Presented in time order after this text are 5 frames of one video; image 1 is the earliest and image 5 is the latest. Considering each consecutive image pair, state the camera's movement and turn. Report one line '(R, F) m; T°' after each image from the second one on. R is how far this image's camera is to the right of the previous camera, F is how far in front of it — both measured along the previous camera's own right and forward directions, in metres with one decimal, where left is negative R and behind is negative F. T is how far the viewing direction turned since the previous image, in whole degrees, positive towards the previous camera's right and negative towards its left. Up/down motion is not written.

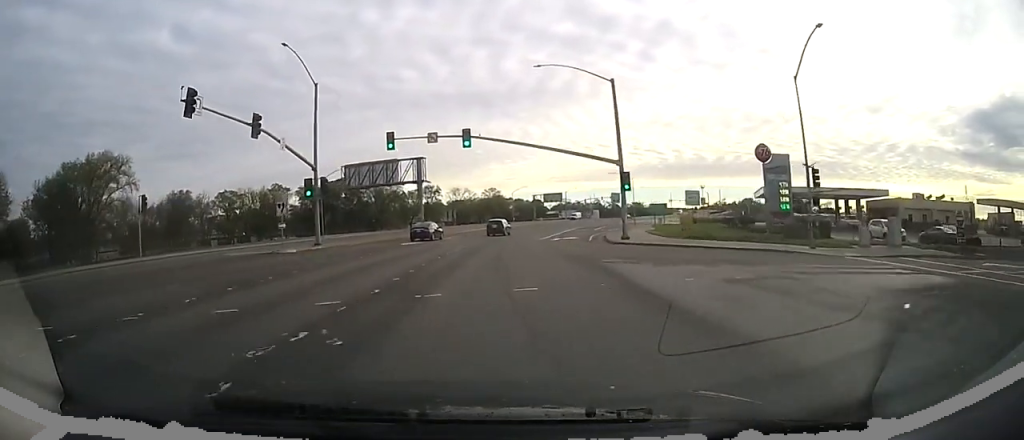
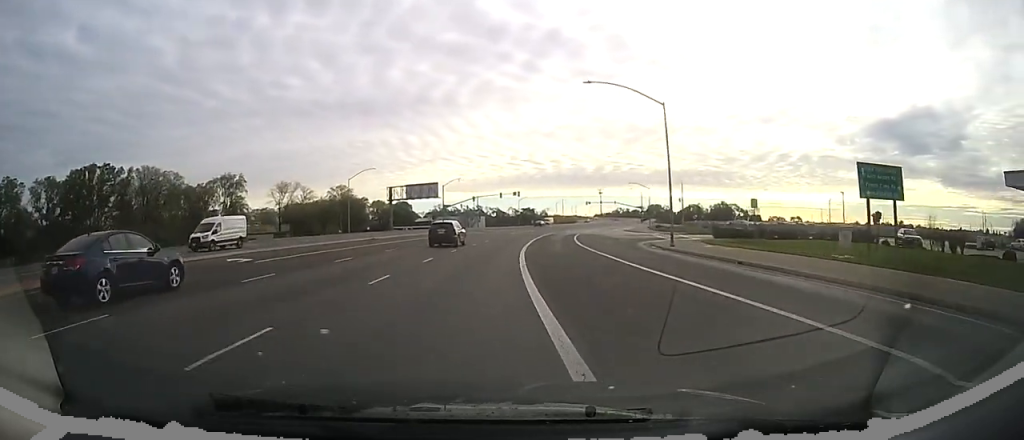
(+7.7, +70.4) m; +13°
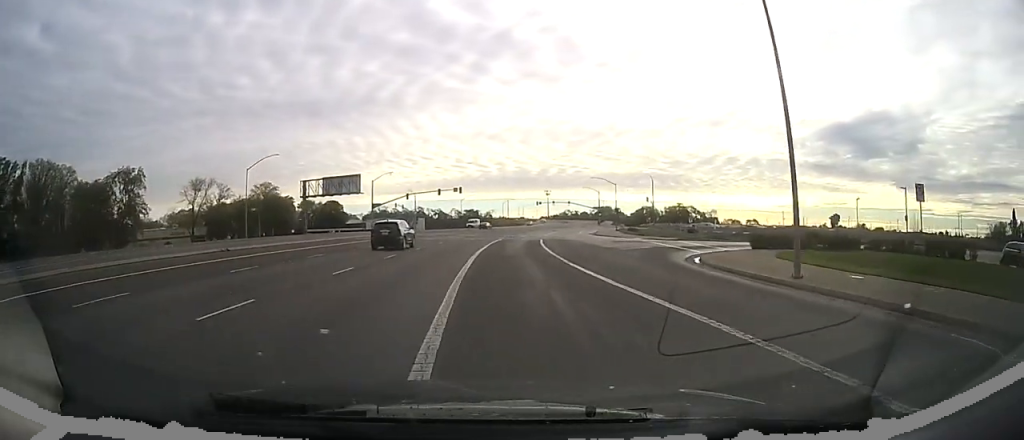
(+0.6, +19.1) m; +5°
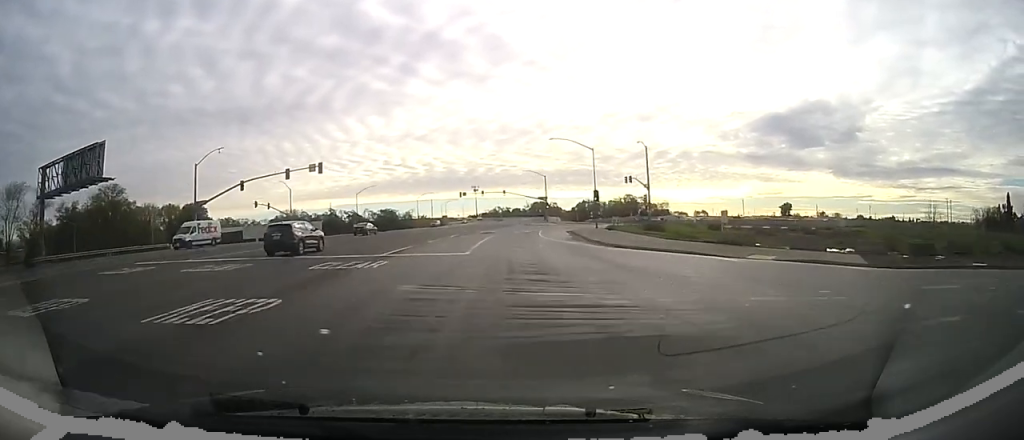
(+4.8, +43.5) m; +11°
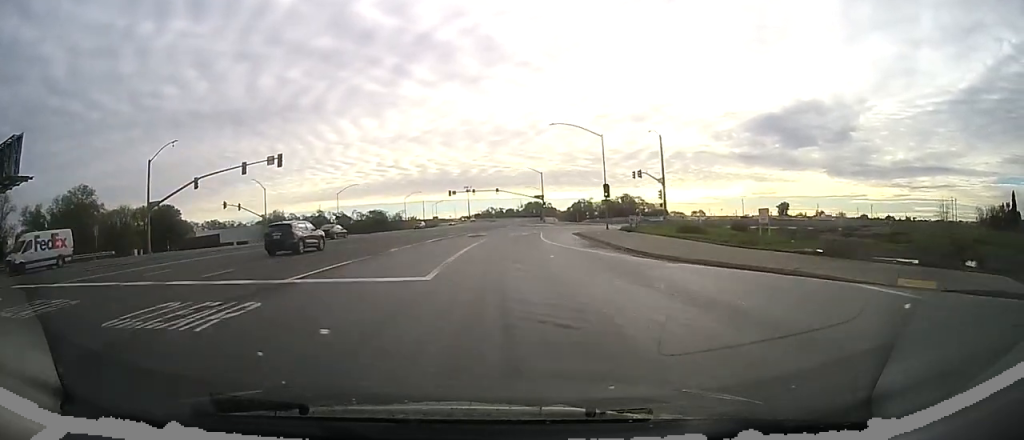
(+0.2, +9.0) m; +1°
